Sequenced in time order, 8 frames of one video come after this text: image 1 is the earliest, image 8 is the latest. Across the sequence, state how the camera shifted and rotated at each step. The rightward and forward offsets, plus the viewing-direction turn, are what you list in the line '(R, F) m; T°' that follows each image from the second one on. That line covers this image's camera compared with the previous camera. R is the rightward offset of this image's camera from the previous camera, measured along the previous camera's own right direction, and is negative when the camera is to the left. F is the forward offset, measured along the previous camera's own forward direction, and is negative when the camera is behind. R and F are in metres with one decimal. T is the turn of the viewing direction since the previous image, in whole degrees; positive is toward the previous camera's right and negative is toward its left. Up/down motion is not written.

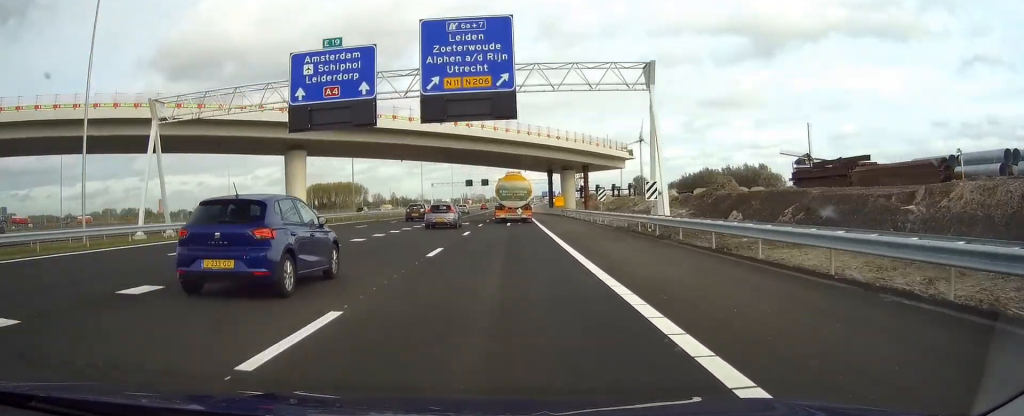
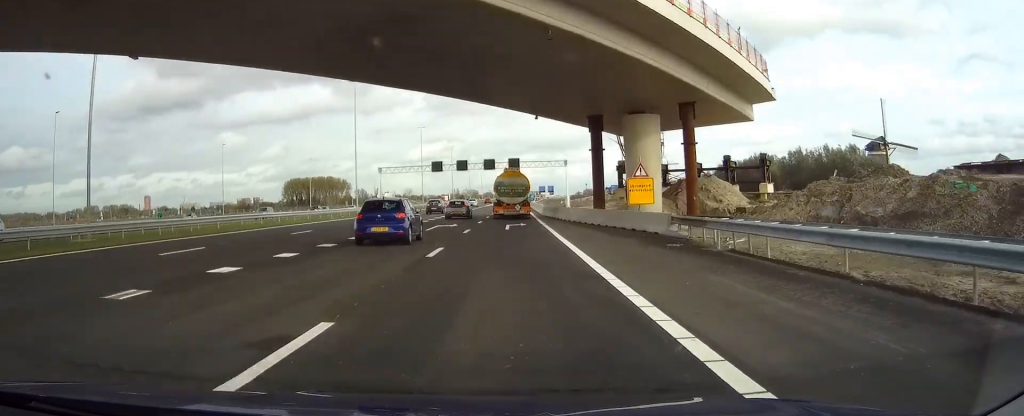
(0.0, +61.3) m; 0°
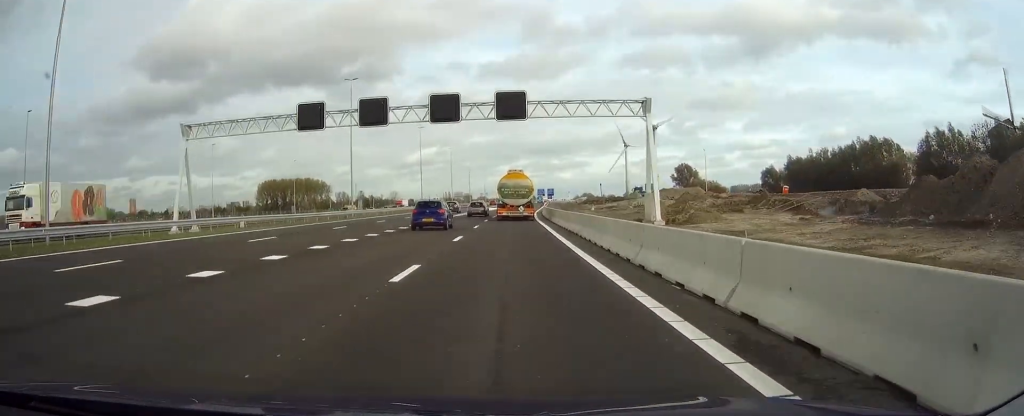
(0.0, +66.0) m; +1°
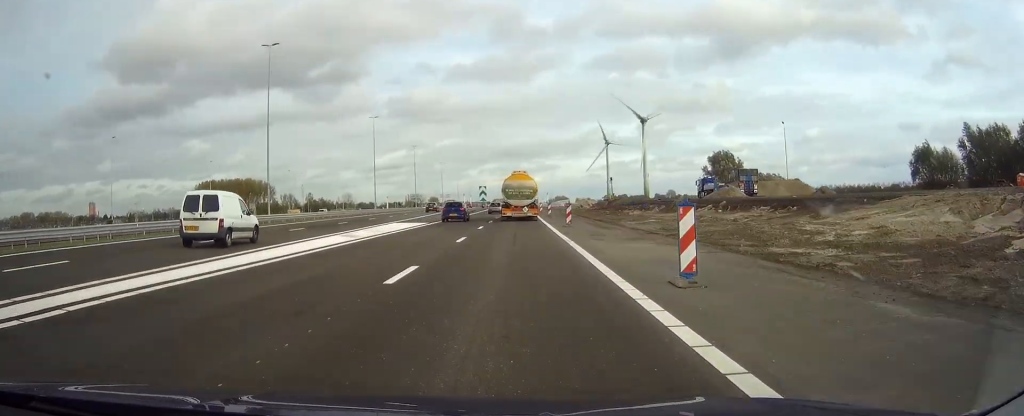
(+2.8, +84.9) m; +4°
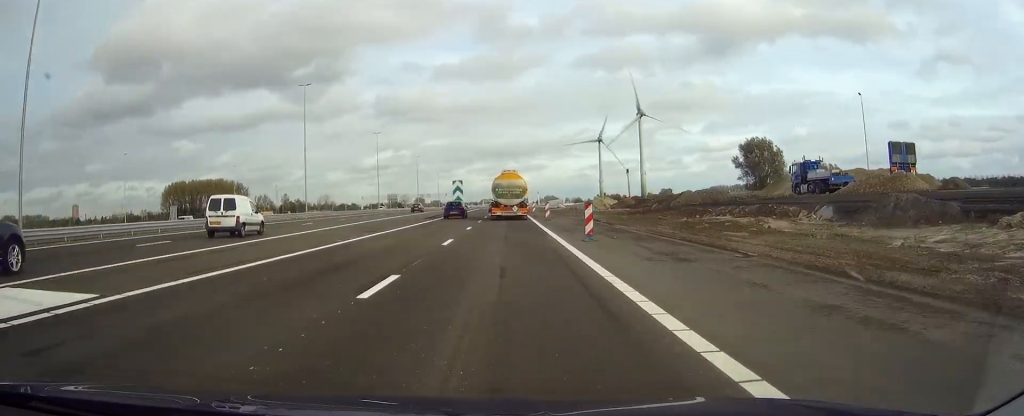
(+0.5, +37.6) m; +1°
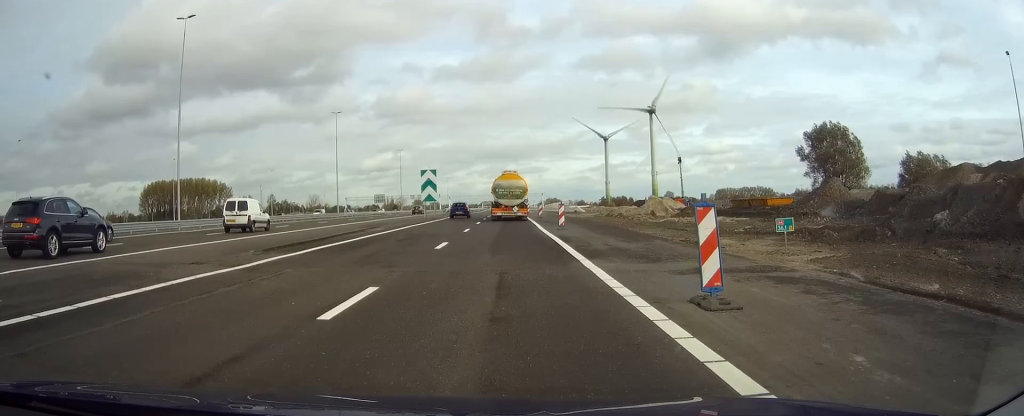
(+0.2, +37.6) m; 0°
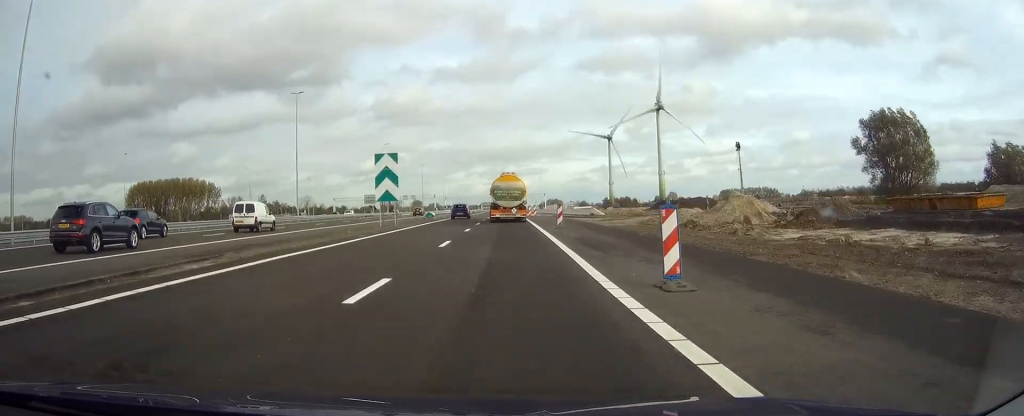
(0.0, +22.6) m; 0°
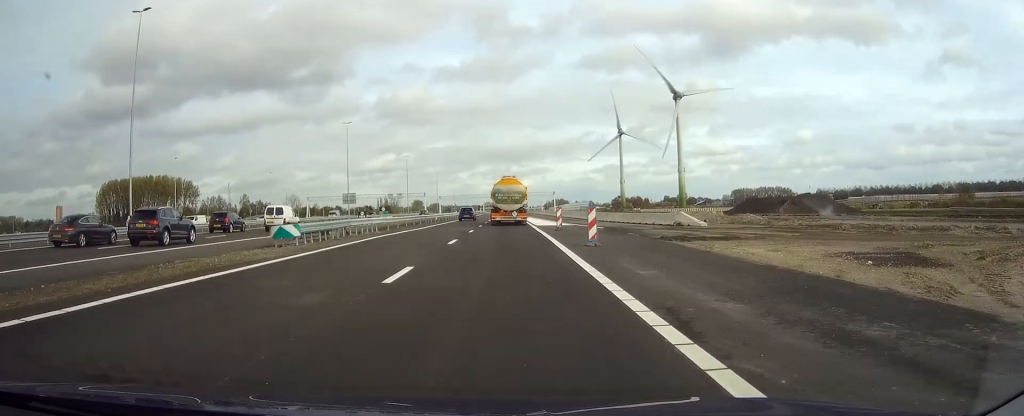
(+0.1, +45.3) m; 0°
